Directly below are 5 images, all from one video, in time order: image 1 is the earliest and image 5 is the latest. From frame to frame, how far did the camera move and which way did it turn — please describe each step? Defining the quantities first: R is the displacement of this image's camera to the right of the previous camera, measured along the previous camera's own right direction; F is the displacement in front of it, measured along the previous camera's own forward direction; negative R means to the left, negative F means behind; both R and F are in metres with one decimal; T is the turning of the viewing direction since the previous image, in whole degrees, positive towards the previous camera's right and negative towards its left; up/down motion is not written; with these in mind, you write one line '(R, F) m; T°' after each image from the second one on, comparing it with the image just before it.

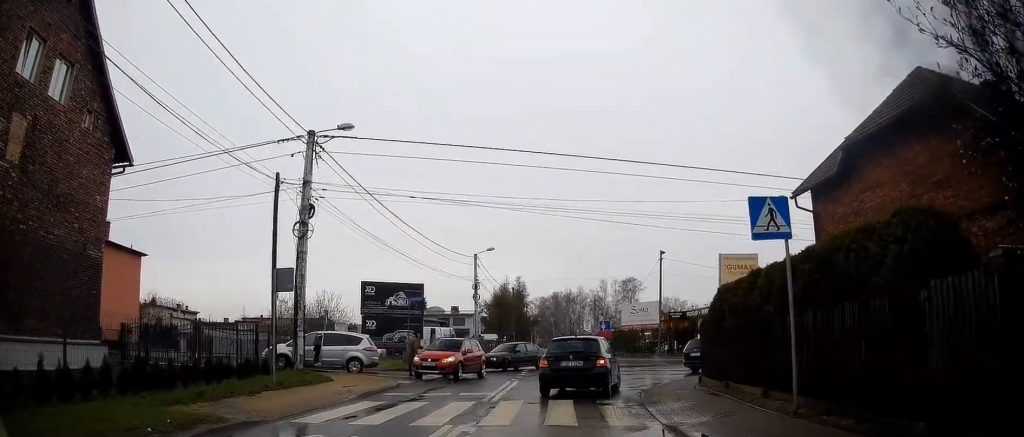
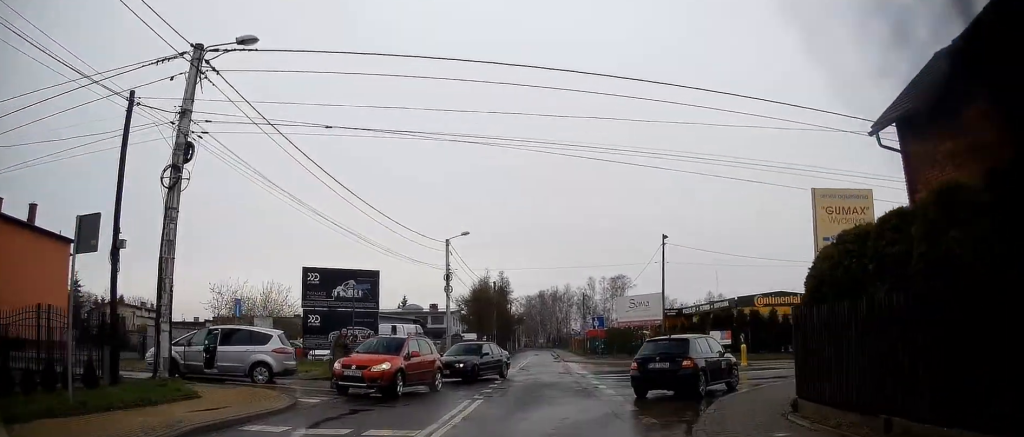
(-0.1, +7.3) m; -1°
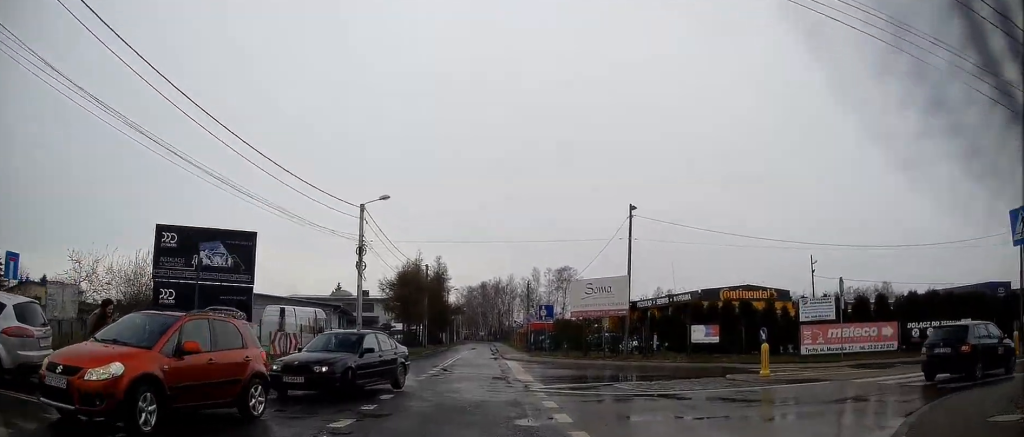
(+0.3, +8.4) m; +9°
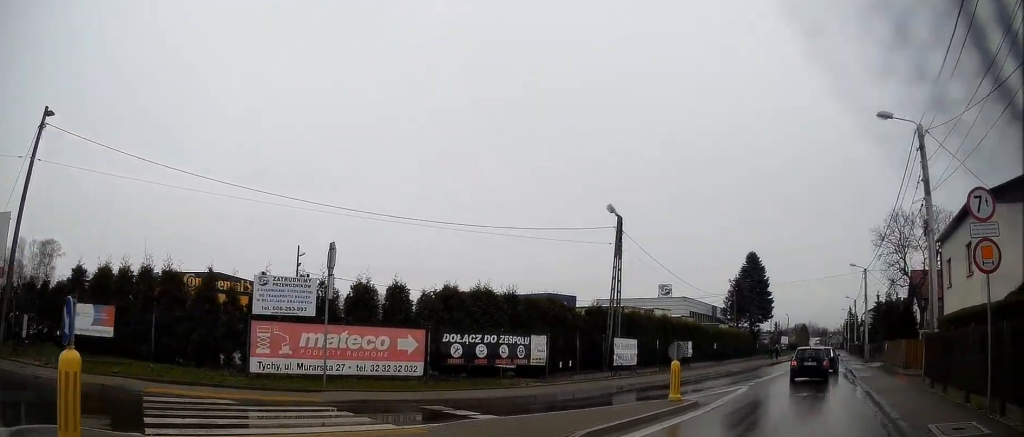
(+4.2, +11.6) m; +44°
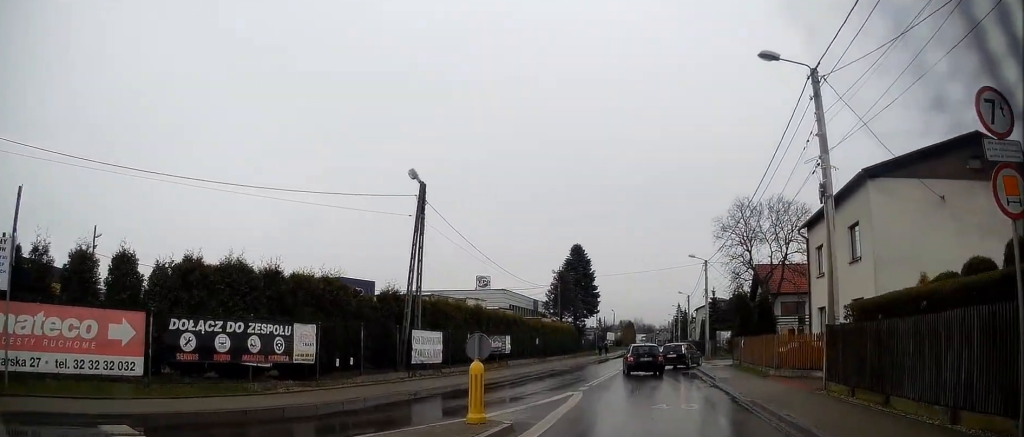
(+0.6, +4.7) m; +15°
